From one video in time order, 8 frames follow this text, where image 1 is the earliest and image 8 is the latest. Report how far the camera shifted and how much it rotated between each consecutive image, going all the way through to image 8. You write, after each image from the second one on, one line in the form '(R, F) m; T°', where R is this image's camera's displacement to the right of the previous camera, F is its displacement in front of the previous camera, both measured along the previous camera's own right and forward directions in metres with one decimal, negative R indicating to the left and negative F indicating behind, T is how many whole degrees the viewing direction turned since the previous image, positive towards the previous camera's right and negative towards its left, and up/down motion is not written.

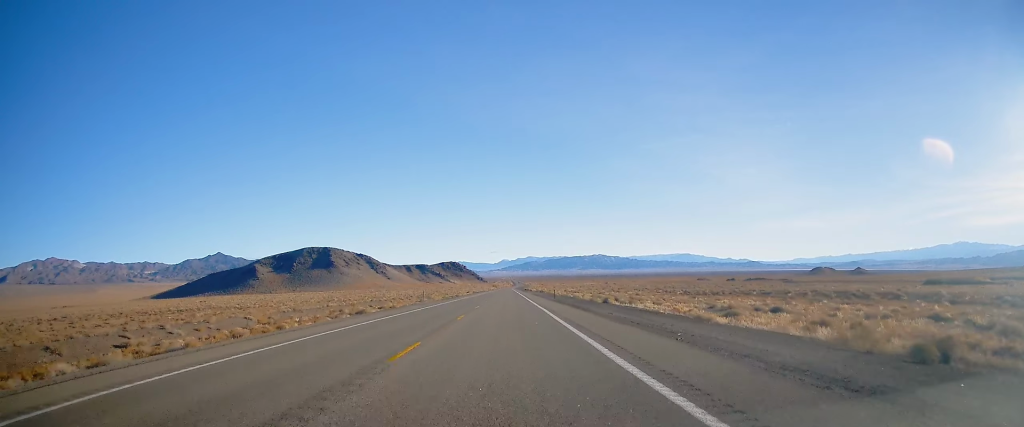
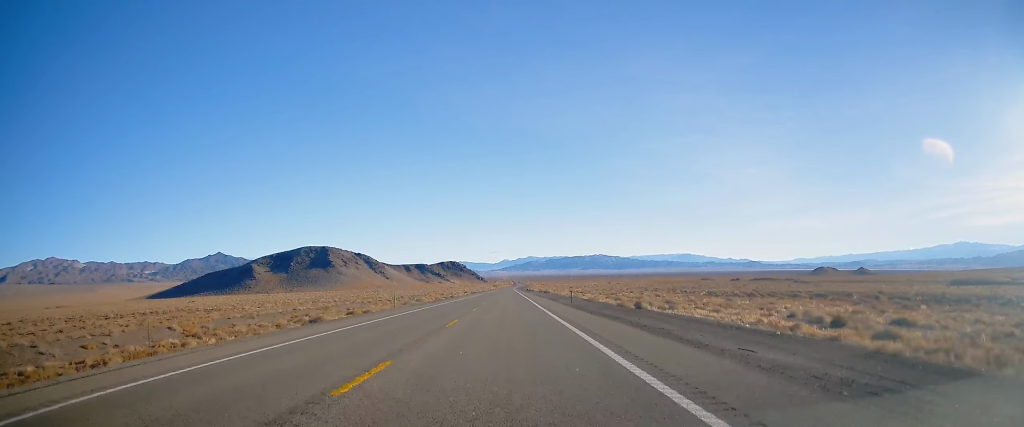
(+0.3, +15.4) m; 0°
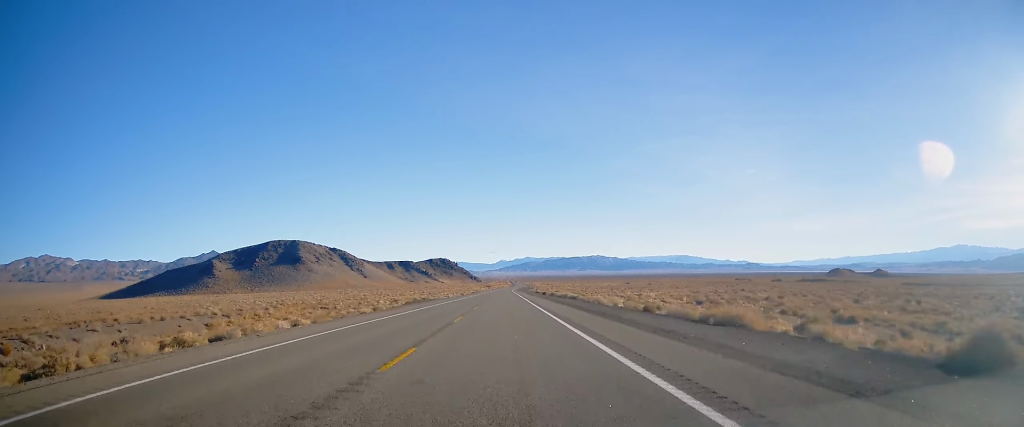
(-0.5, +132.0) m; 0°
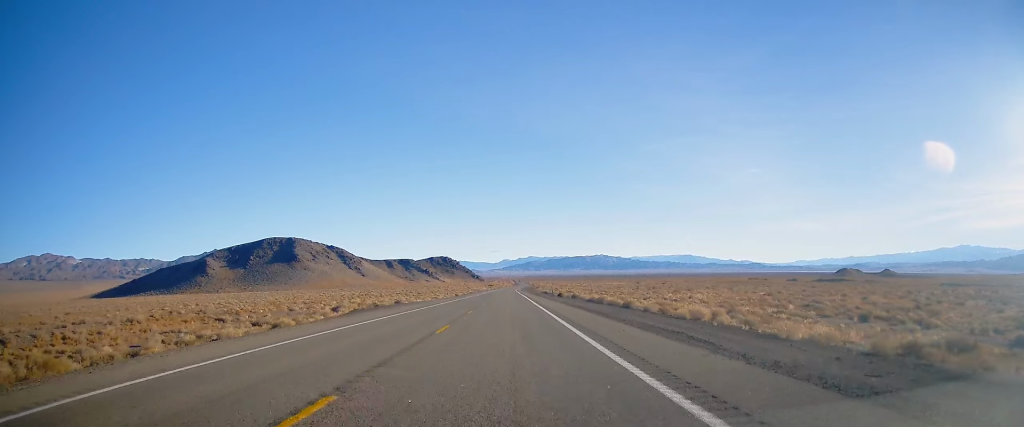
(+0.1, +29.6) m; 0°
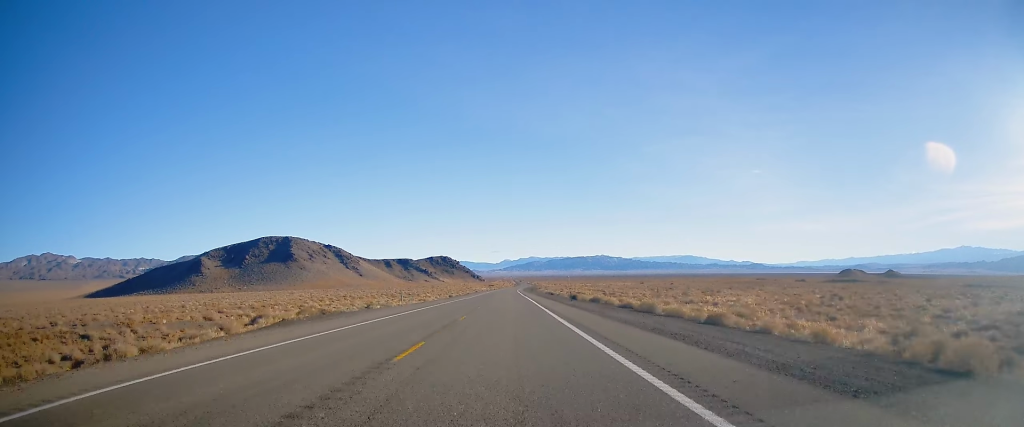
(-0.1, +17.6) m; 0°
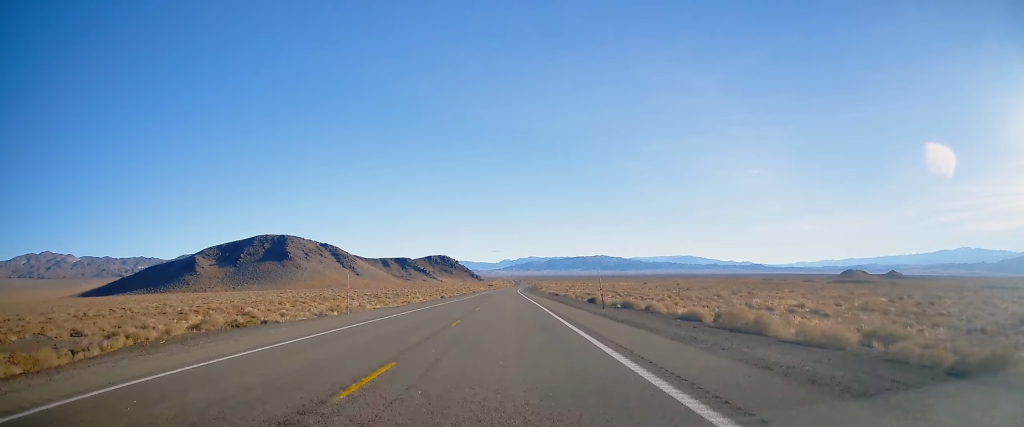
(0.0, +15.3) m; 0°
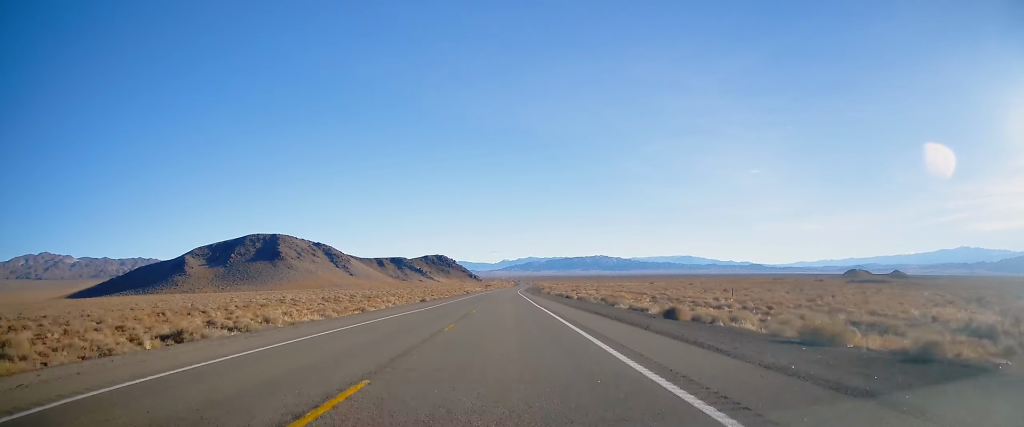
(+0.1, +25.9) m; 0°
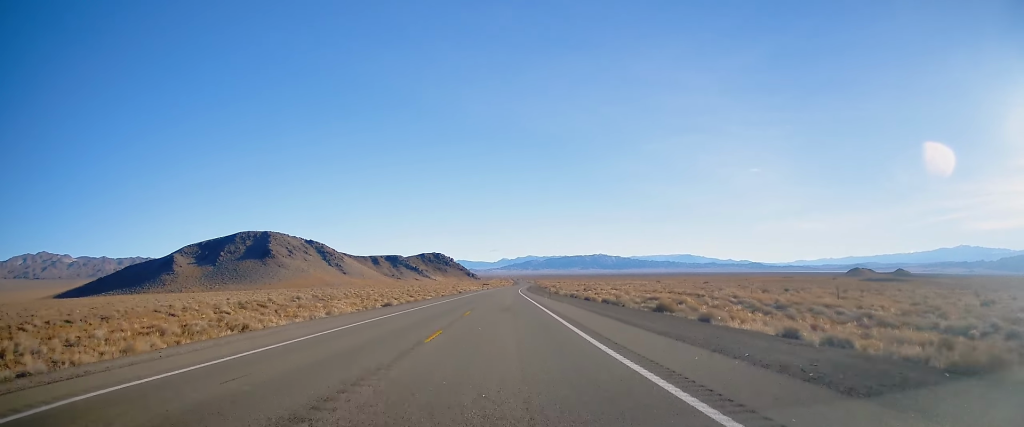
(0.0, +27.2) m; 0°
